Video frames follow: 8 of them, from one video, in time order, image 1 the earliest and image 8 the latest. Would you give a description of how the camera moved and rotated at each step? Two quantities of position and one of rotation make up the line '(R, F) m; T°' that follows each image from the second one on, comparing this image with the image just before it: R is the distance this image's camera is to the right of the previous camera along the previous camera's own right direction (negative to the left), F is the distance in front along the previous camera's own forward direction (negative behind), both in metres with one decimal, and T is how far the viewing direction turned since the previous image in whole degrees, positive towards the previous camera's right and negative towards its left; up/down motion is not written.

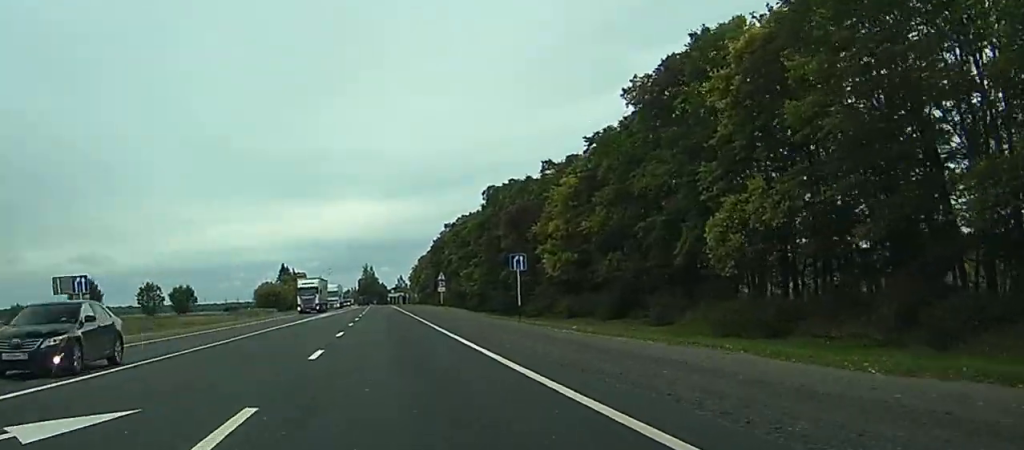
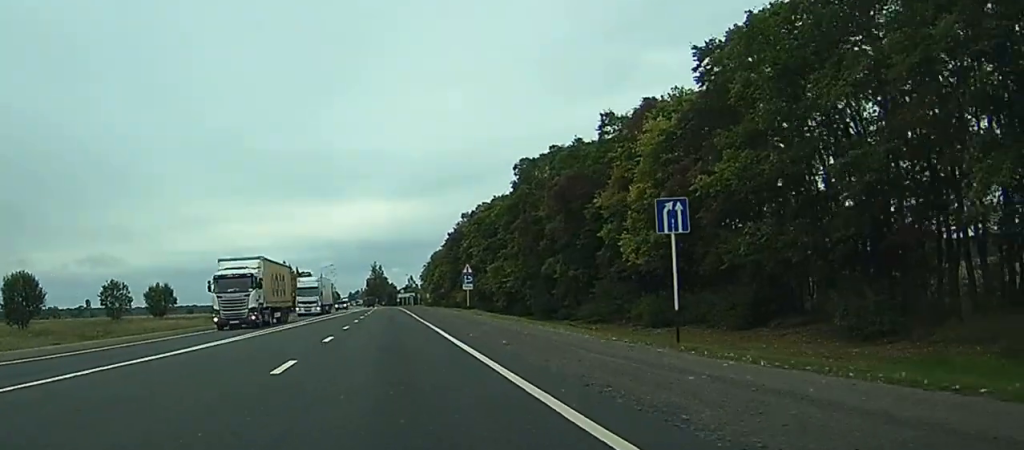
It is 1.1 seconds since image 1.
(+0.6, +25.3) m; -2°
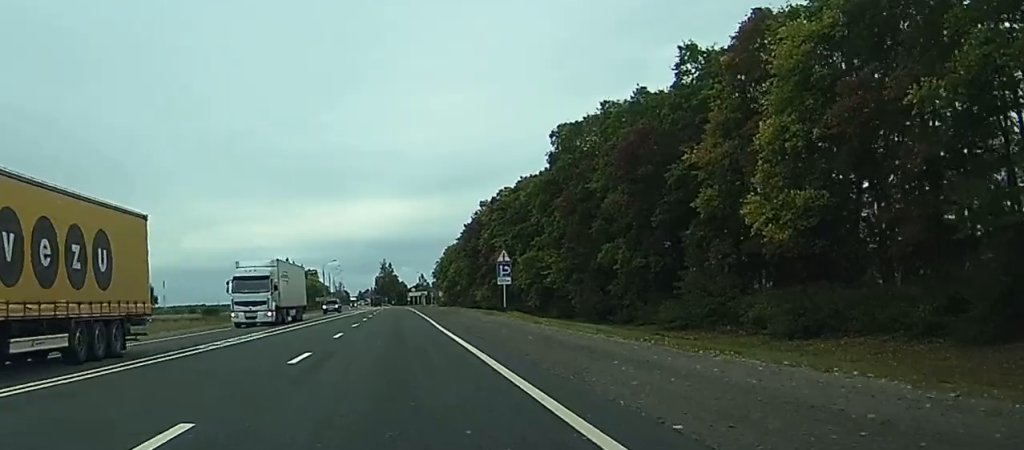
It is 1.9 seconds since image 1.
(-0.9, +20.6) m; -2°
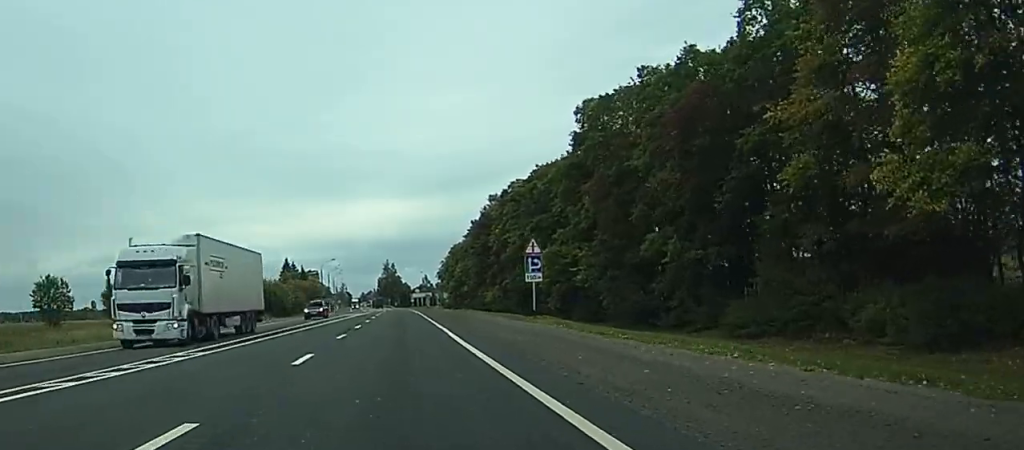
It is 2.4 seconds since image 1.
(0.0, +11.6) m; 0°
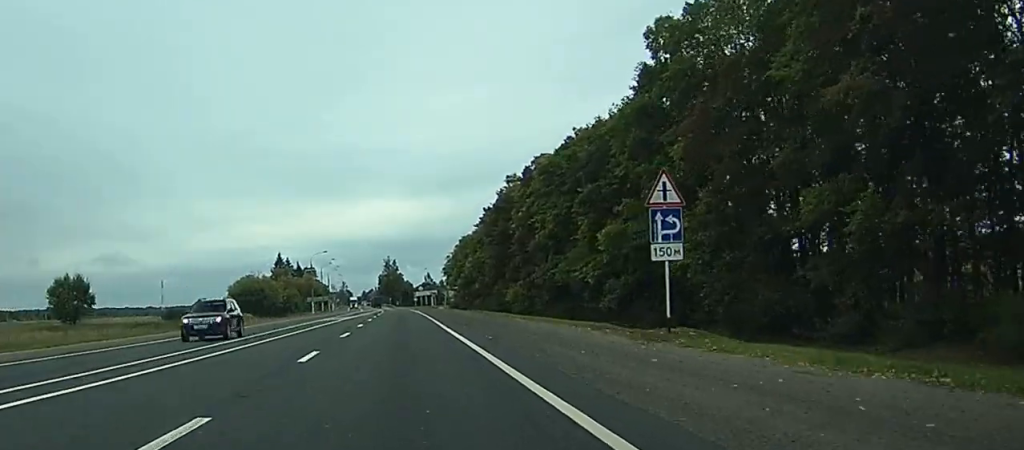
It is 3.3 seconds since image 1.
(0.0, +23.5) m; 0°
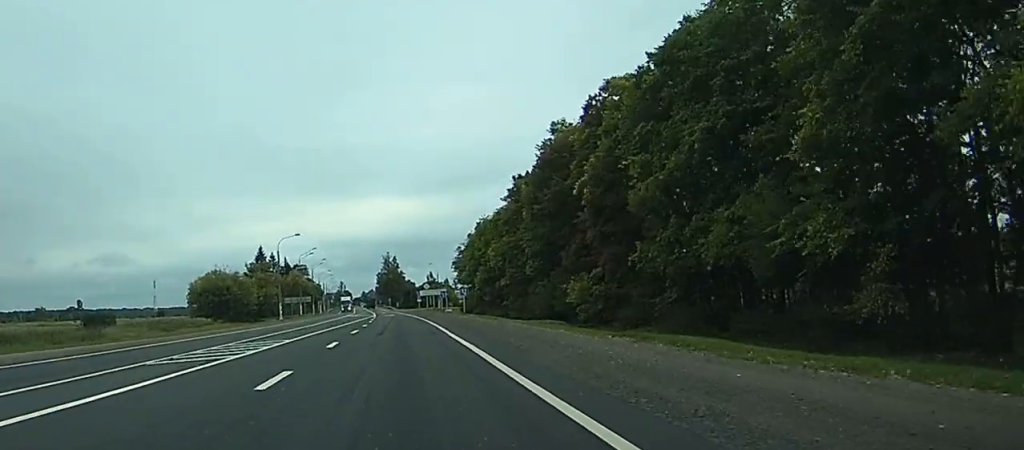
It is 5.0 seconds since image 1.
(+0.1, +42.0) m; 0°
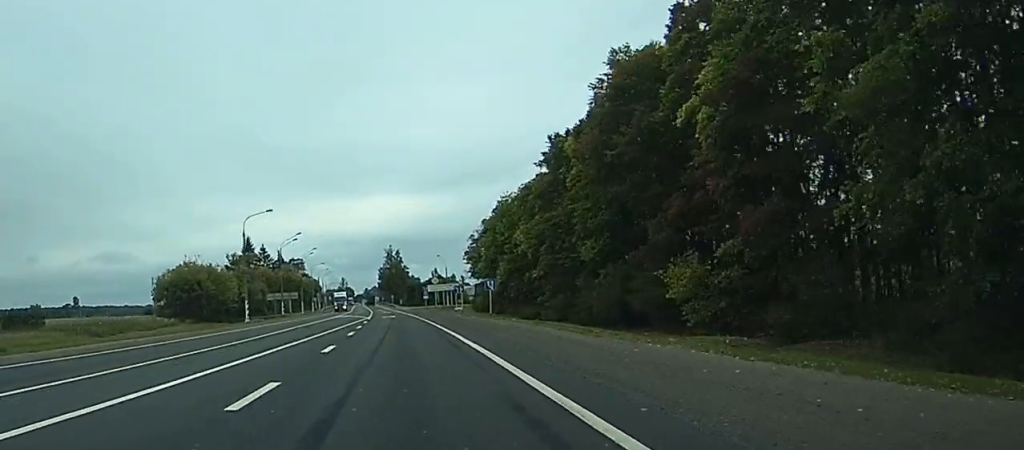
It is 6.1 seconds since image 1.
(0.0, +27.2) m; 0°
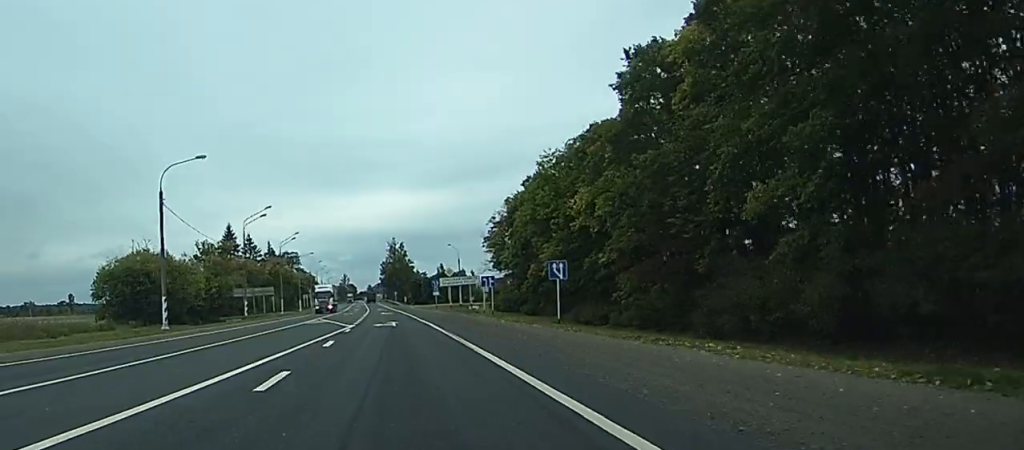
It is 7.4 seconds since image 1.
(-0.1, +31.5) m; 0°
